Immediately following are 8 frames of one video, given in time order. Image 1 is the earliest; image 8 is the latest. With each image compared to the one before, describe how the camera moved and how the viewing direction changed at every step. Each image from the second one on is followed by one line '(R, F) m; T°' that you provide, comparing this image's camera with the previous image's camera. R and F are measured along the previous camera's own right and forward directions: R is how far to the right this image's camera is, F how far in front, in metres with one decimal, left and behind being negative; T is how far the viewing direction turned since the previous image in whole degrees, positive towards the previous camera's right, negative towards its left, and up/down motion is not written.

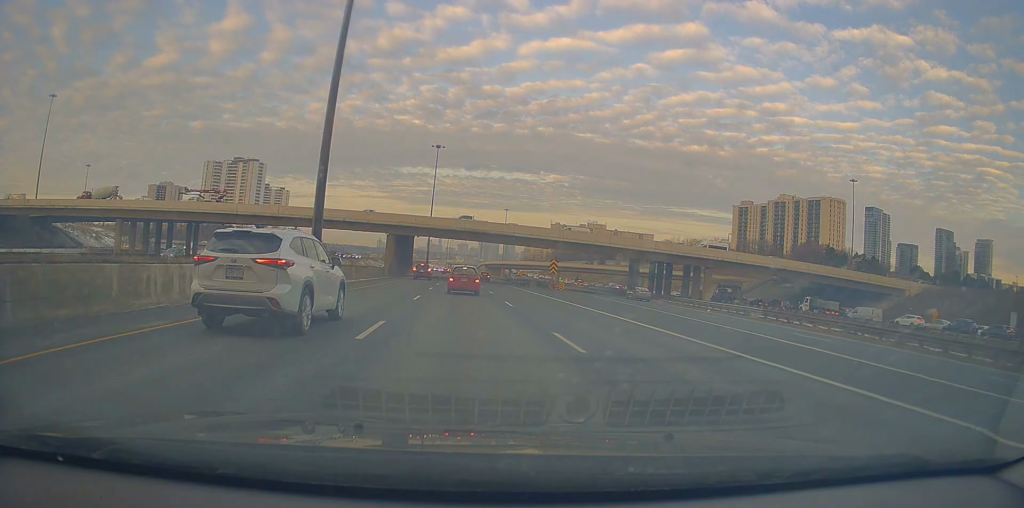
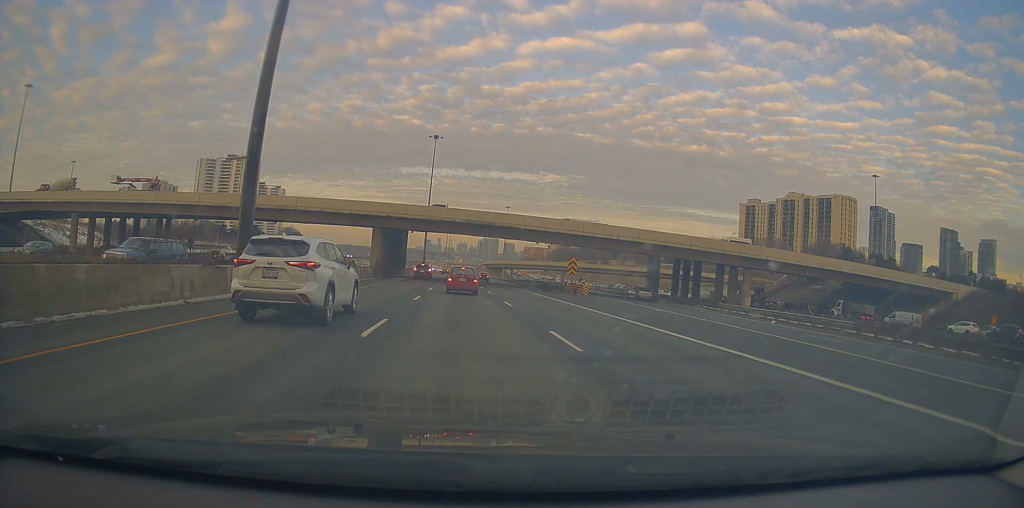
(-0.2, +12.3) m; -1°
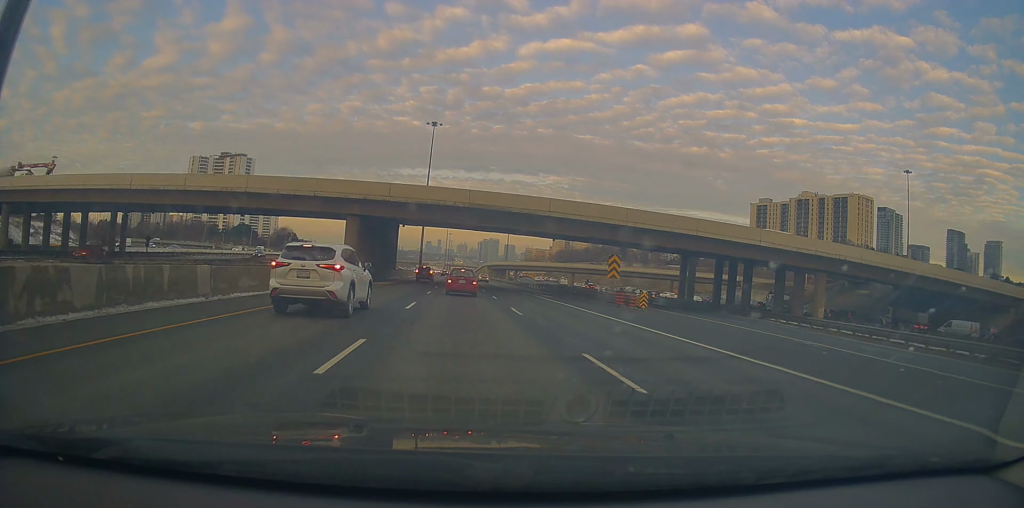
(-0.1, +15.4) m; 0°
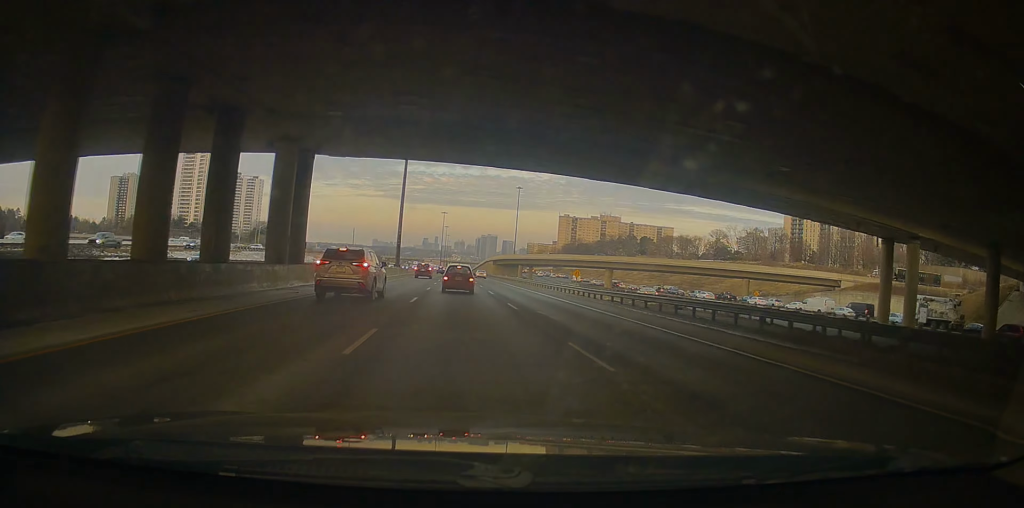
(+0.7, +45.5) m; 0°
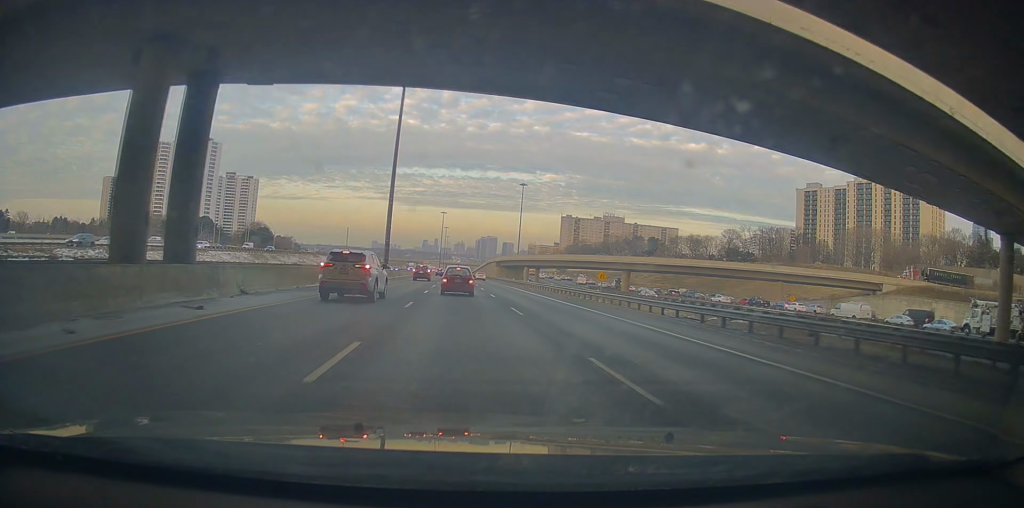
(-0.3, +13.4) m; -1°
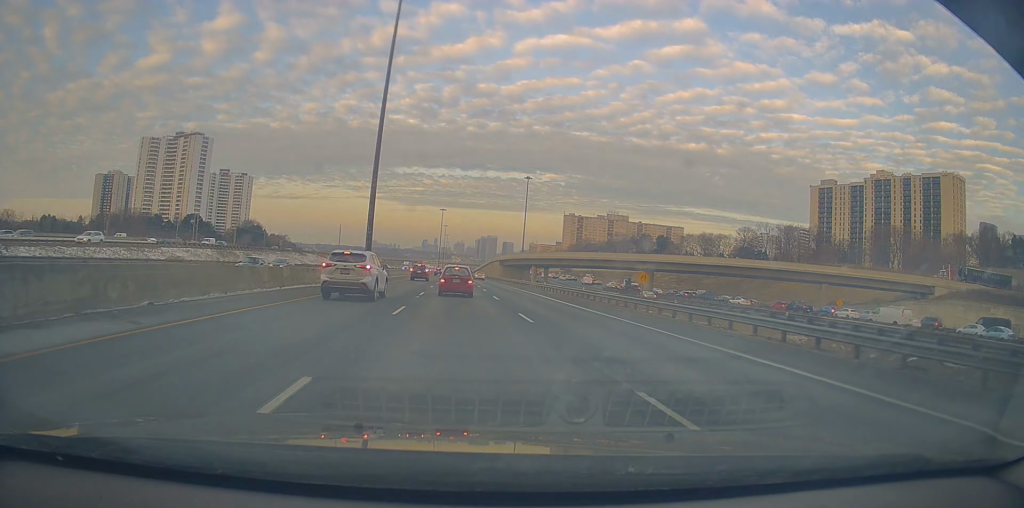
(-0.5, +14.5) m; -1°
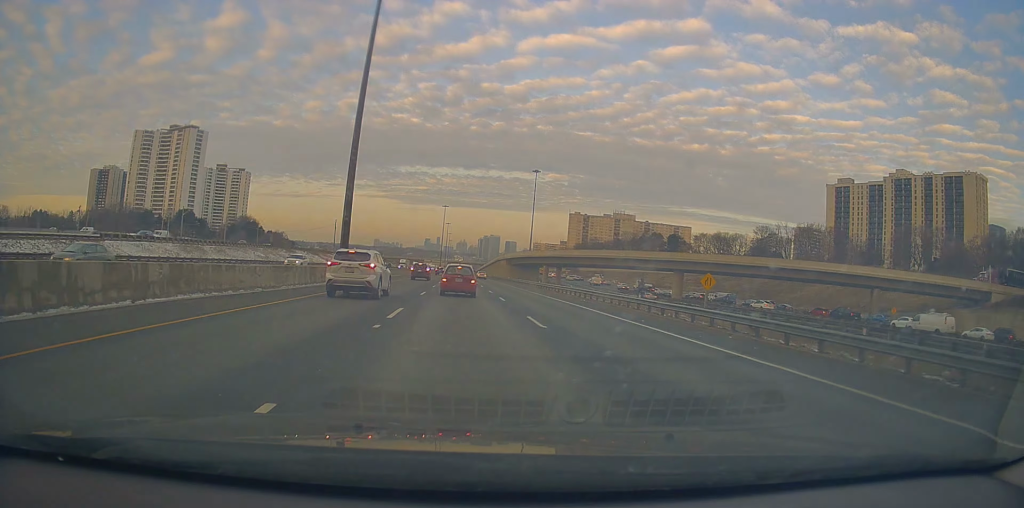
(+0.3, +13.5) m; +1°
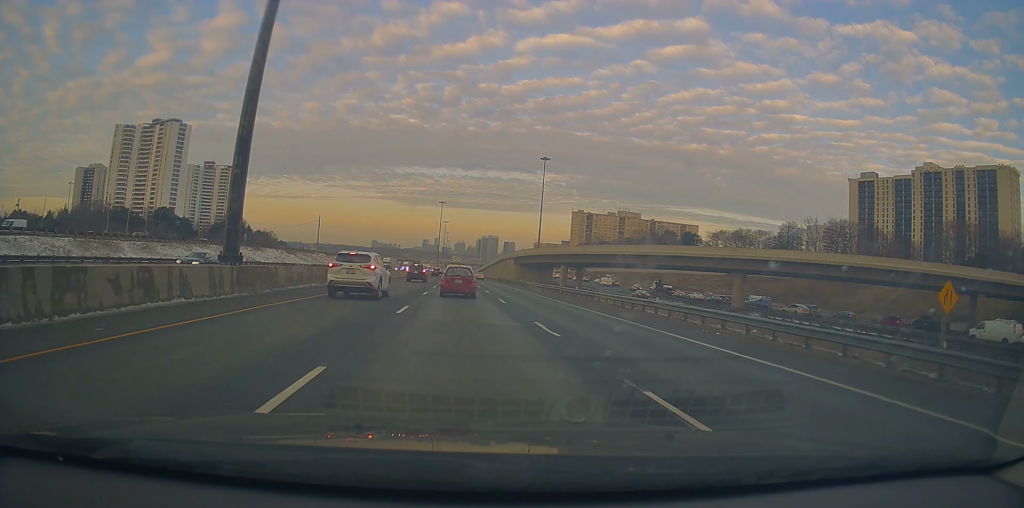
(+0.1, +23.0) m; +2°
